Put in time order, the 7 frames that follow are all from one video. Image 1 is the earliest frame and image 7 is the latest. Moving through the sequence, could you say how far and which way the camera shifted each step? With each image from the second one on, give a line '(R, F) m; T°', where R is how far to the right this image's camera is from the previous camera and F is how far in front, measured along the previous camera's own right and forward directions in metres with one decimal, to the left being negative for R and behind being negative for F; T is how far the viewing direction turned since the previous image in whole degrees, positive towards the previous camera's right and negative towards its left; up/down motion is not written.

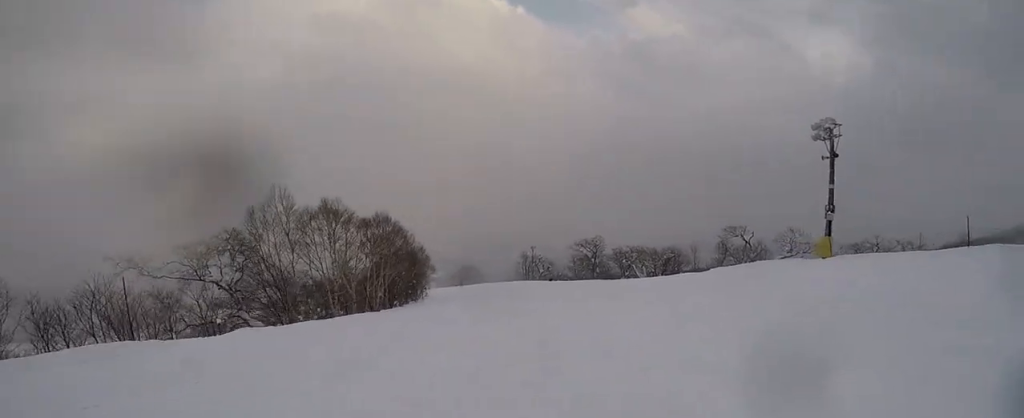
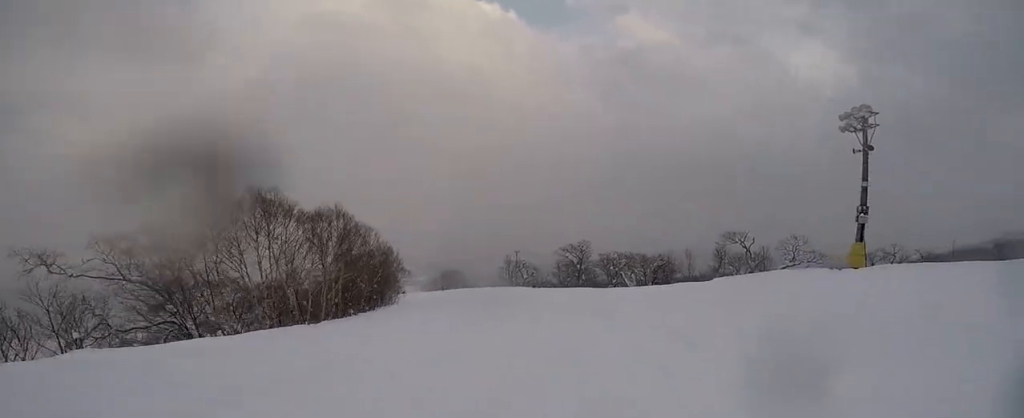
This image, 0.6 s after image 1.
(-0.4, +4.5) m; -3°
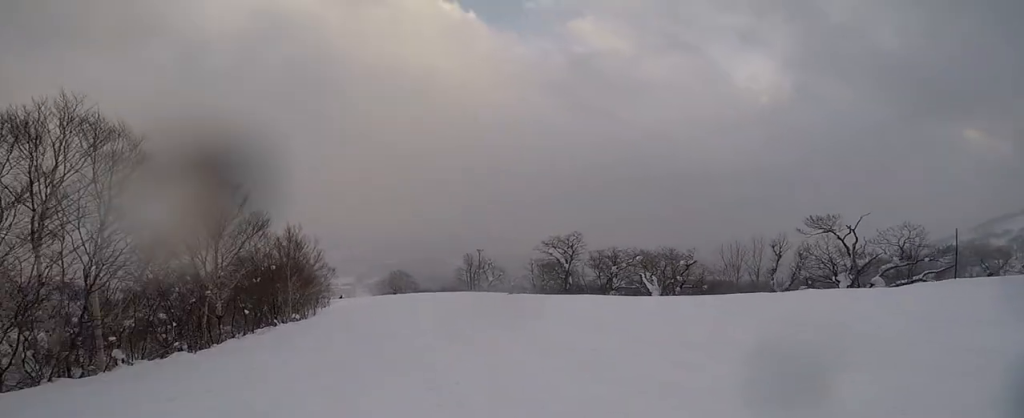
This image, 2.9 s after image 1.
(-0.1, +17.1) m; +2°
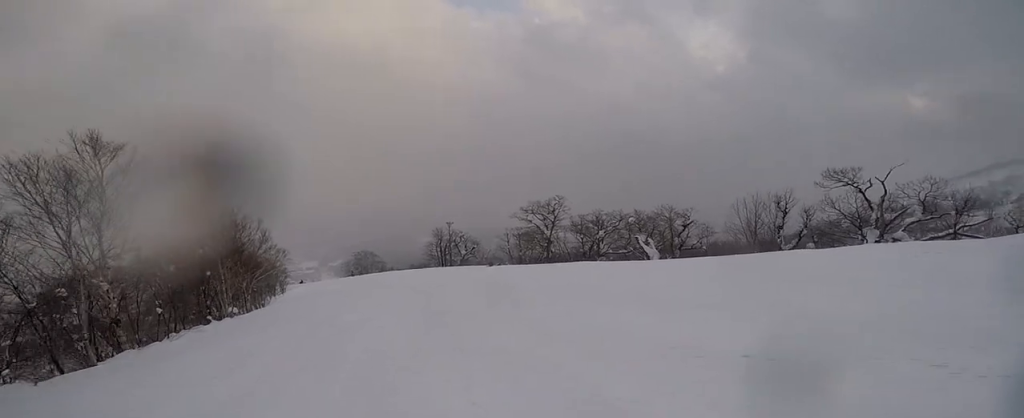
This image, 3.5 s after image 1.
(0.0, +4.9) m; -2°
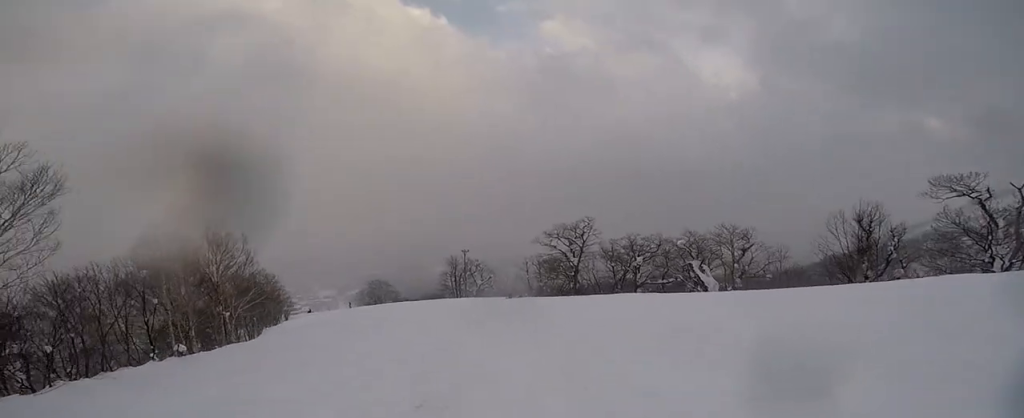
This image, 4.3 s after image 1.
(0.0, +6.4) m; -5°
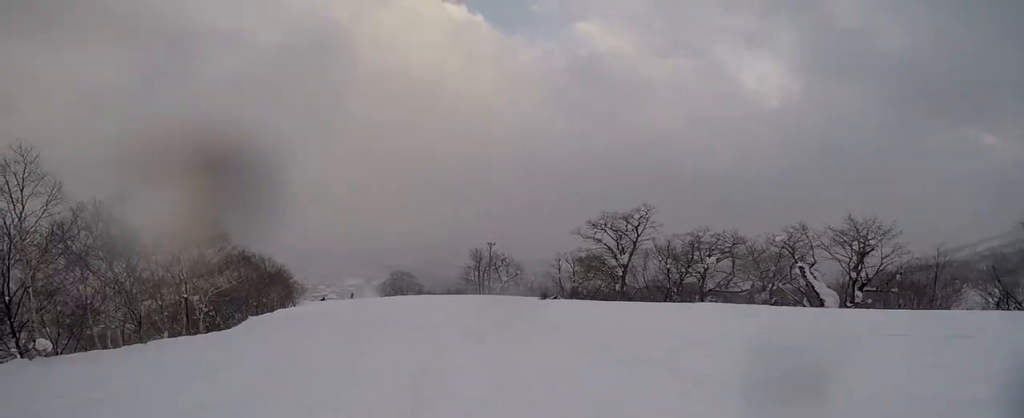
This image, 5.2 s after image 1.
(-0.6, +7.6) m; -12°
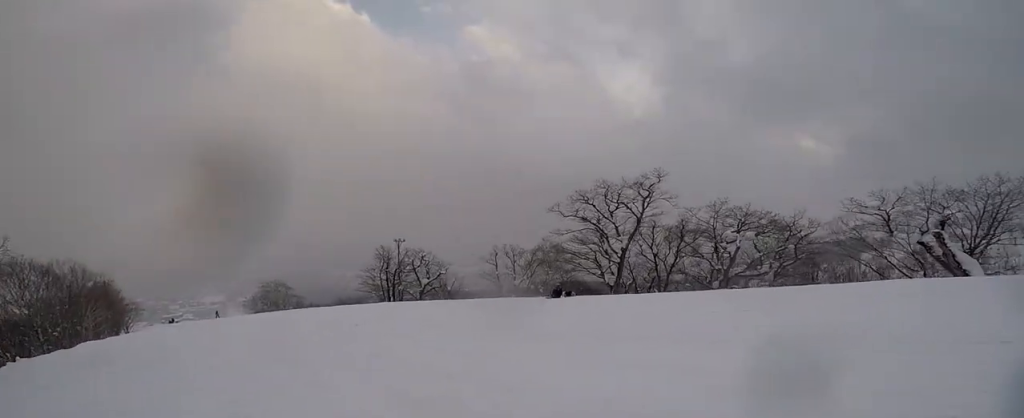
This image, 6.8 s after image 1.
(+0.5, +12.1) m; +14°
